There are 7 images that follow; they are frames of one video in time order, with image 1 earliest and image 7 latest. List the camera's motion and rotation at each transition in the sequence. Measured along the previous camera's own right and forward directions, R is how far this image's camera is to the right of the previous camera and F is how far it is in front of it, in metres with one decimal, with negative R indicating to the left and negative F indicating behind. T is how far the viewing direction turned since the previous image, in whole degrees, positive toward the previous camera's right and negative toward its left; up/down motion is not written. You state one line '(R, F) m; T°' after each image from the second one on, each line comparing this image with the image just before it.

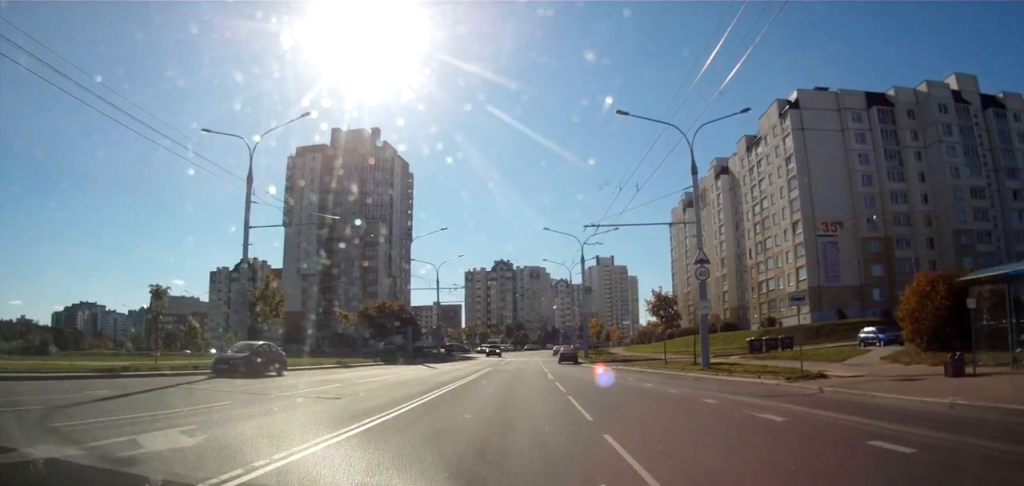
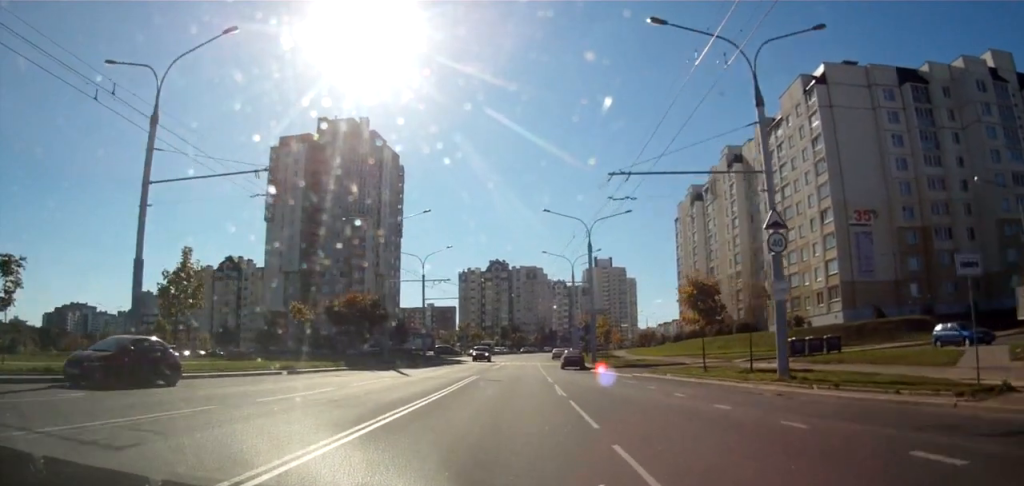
(+0.1, +8.8) m; +1°
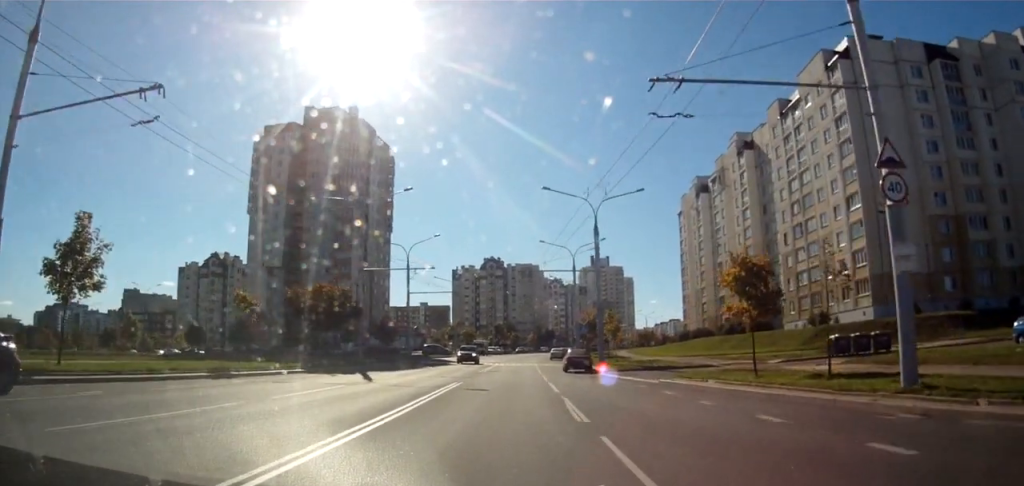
(0.0, +6.8) m; 0°
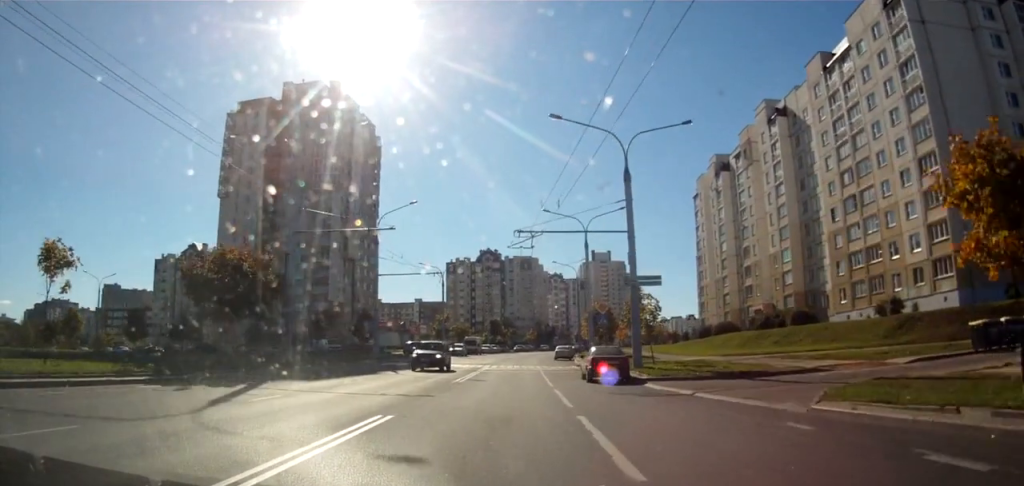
(0.0, +12.3) m; +1°
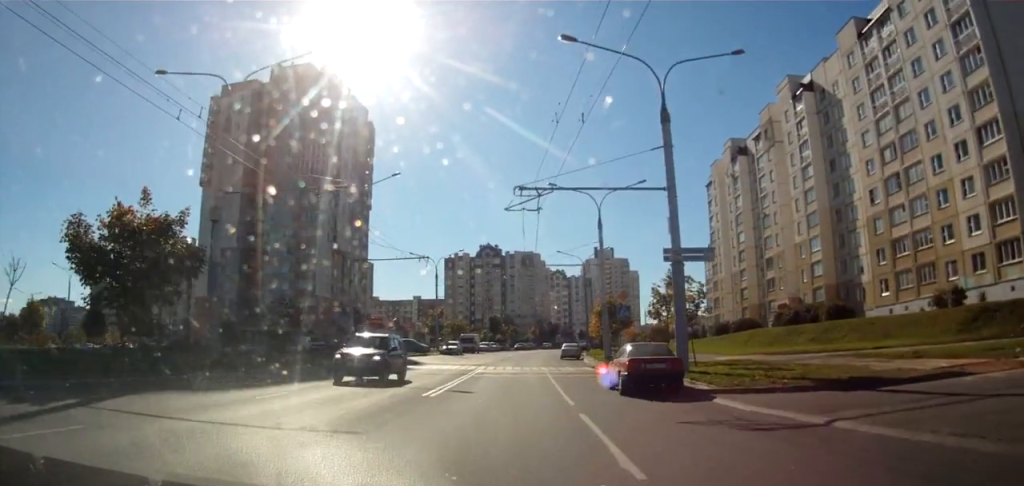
(+0.1, +7.7) m; 0°
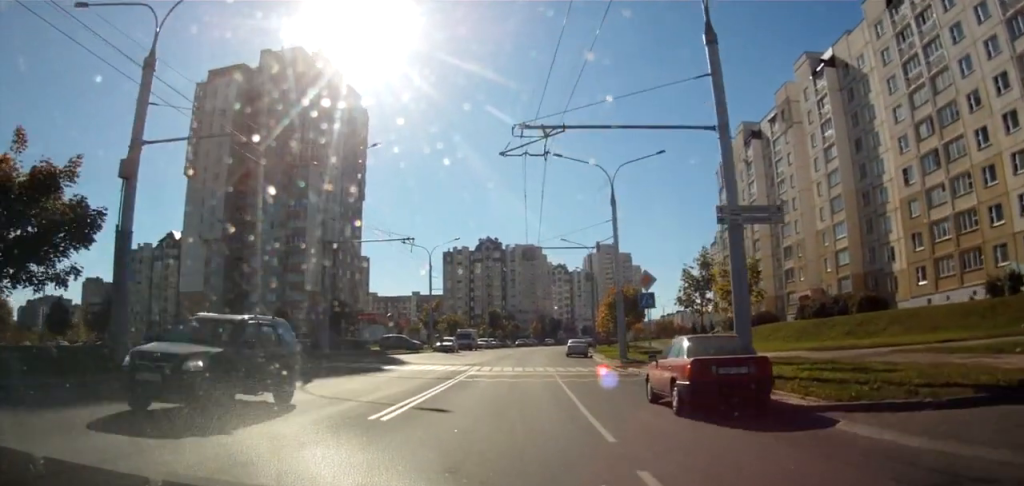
(0.0, +5.8) m; 0°
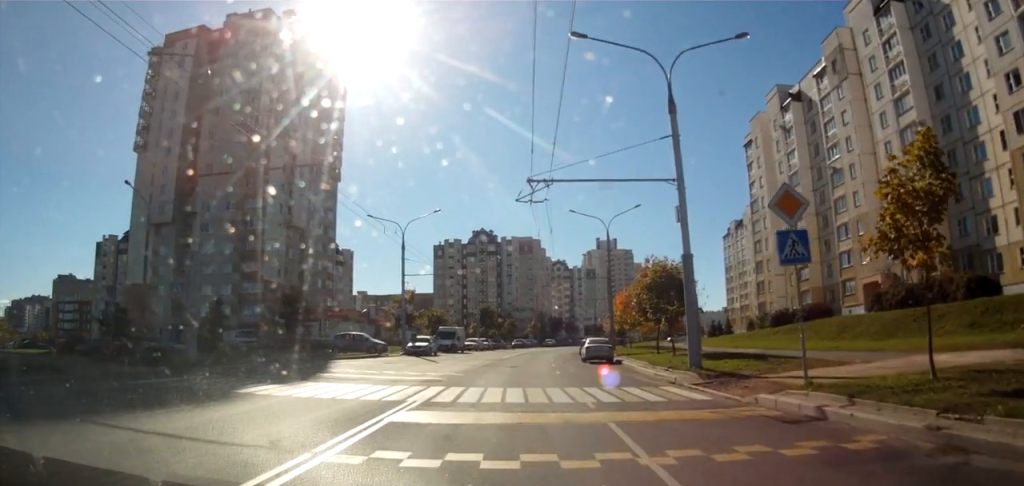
(0.0, +18.6) m; 0°
